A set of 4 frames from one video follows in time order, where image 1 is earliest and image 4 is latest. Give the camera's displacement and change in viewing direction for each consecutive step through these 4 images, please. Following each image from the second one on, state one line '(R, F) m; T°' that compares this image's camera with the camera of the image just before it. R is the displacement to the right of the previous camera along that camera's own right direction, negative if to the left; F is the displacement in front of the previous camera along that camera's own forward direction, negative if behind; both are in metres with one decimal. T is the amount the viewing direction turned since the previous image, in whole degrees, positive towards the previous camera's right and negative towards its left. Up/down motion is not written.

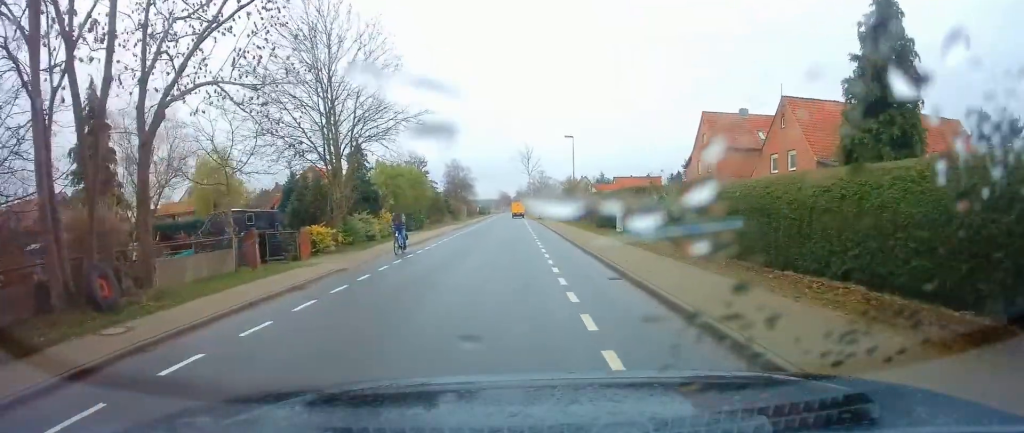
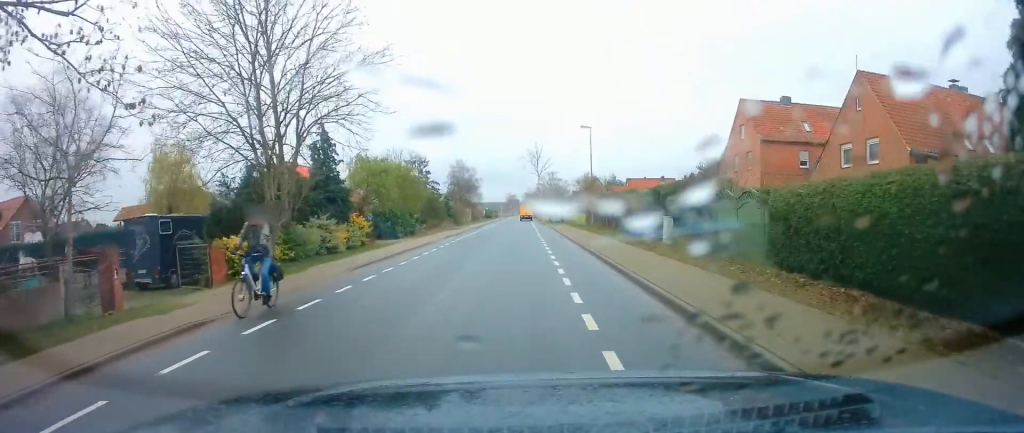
(-0.2, +8.0) m; -1°
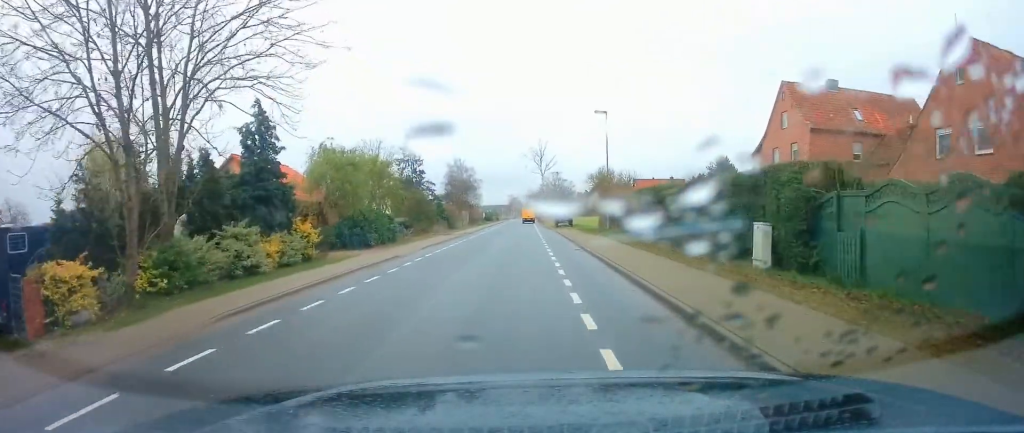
(-0.1, +7.8) m; -1°
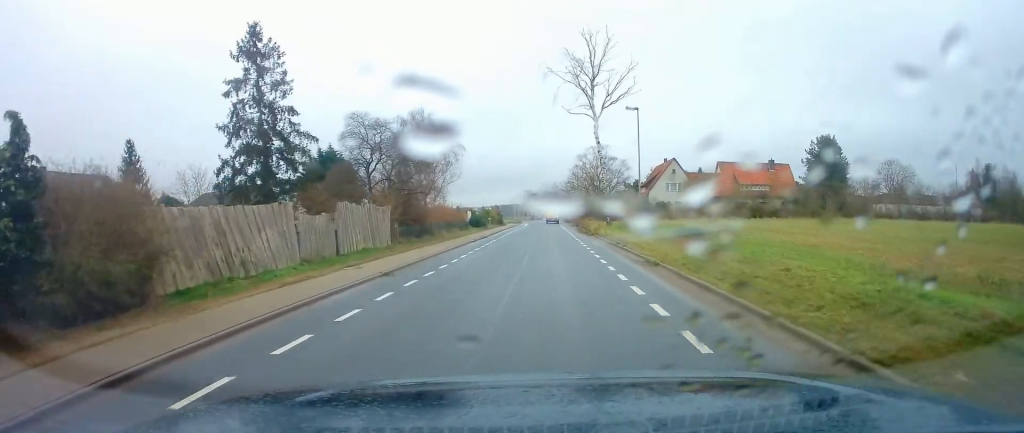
(-0.4, +56.8) m; -1°
